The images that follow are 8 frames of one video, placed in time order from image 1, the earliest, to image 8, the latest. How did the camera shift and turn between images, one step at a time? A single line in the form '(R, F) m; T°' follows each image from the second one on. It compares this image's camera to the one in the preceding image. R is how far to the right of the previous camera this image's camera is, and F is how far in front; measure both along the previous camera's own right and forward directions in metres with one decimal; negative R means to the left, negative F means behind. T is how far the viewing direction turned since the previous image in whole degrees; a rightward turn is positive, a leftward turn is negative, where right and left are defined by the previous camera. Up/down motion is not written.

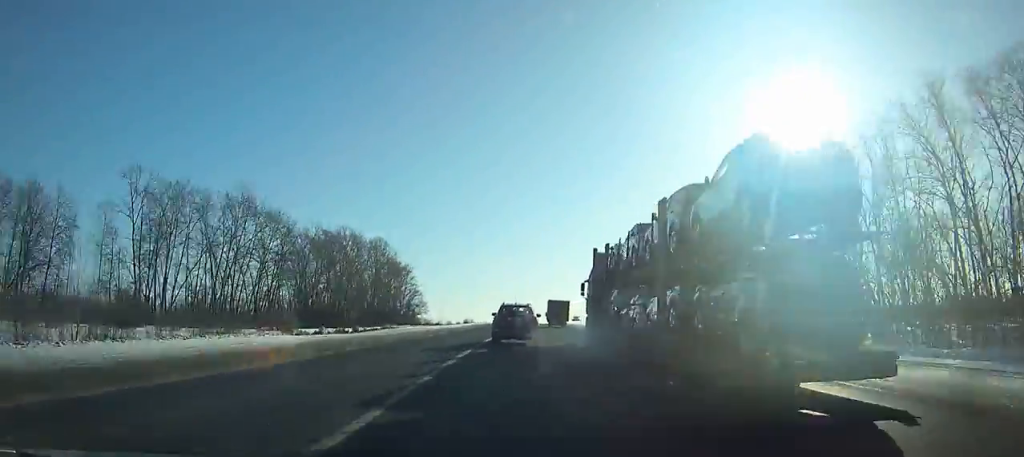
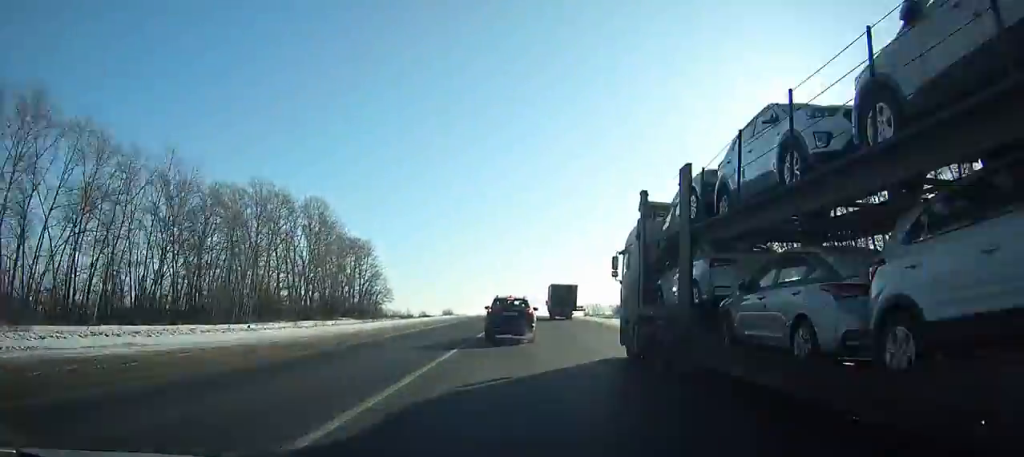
(+0.3, +42.0) m; +1°
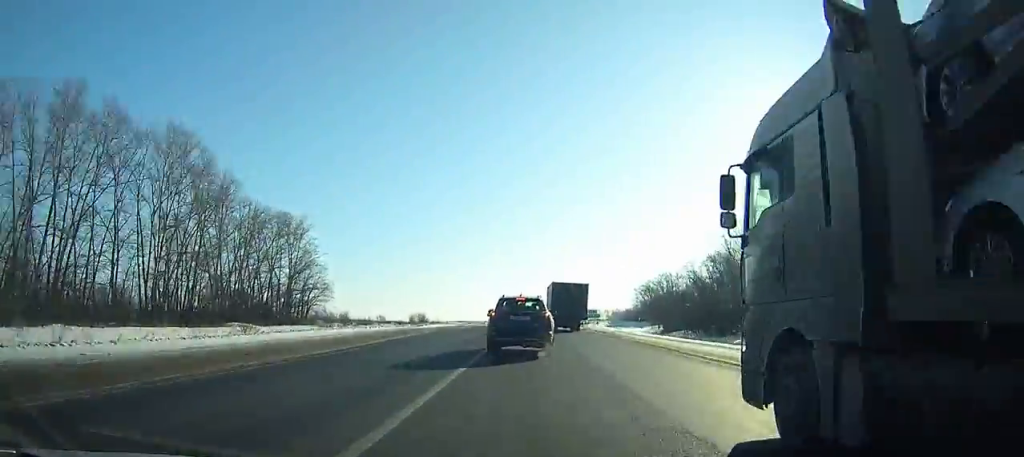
(+0.4, +46.5) m; +1°
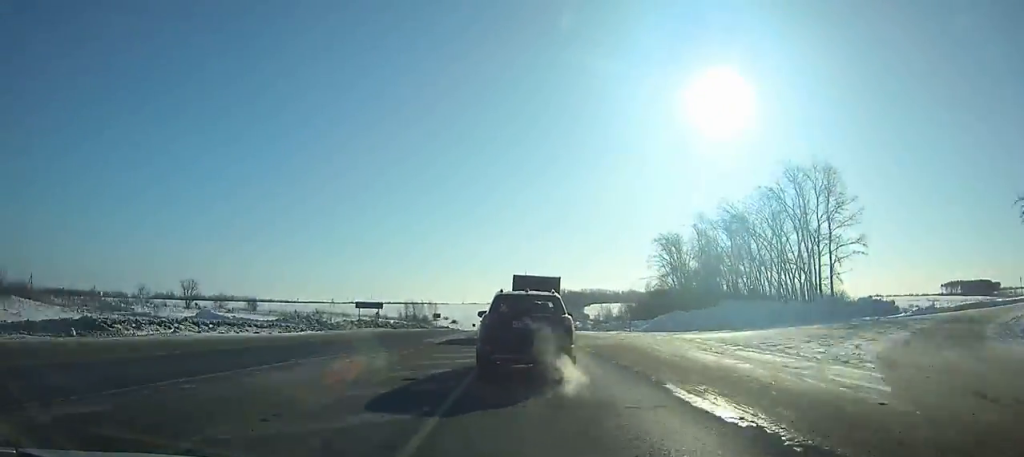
(+7.0, +141.7) m; +6°
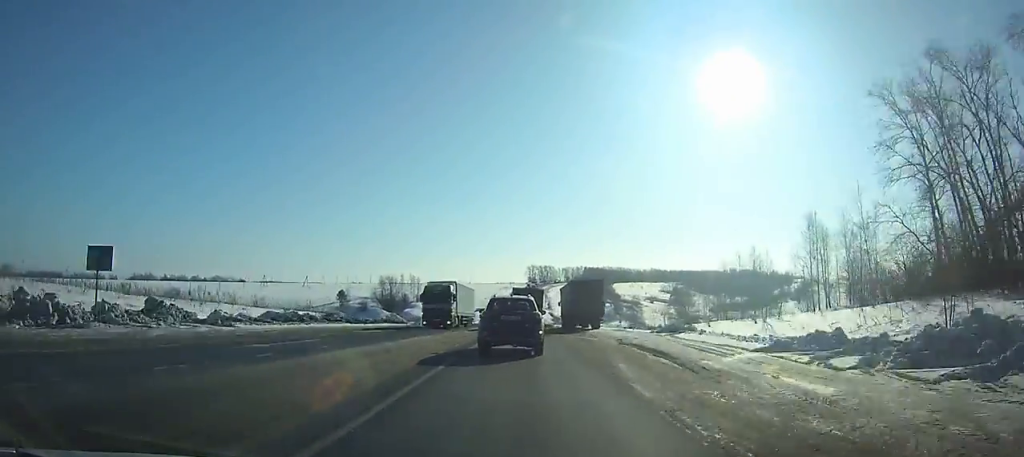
(+1.2, +96.6) m; 0°
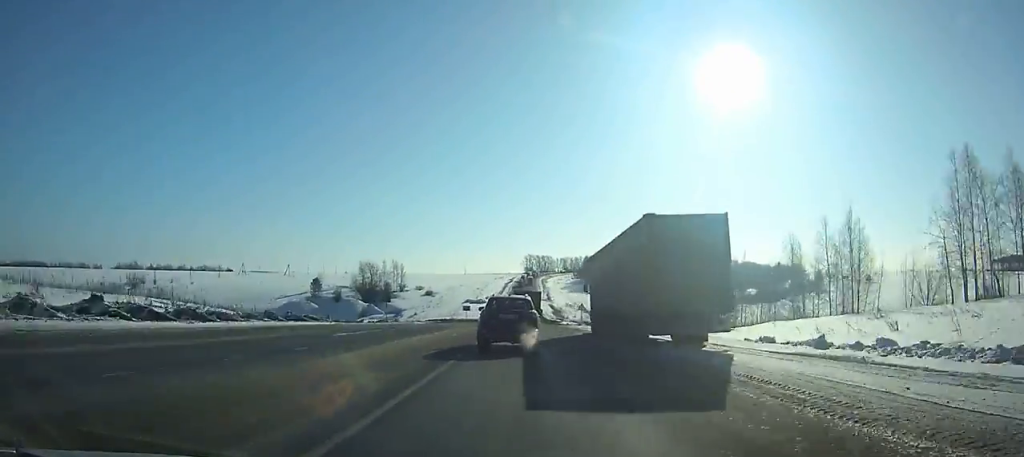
(-0.3, +30.3) m; 0°
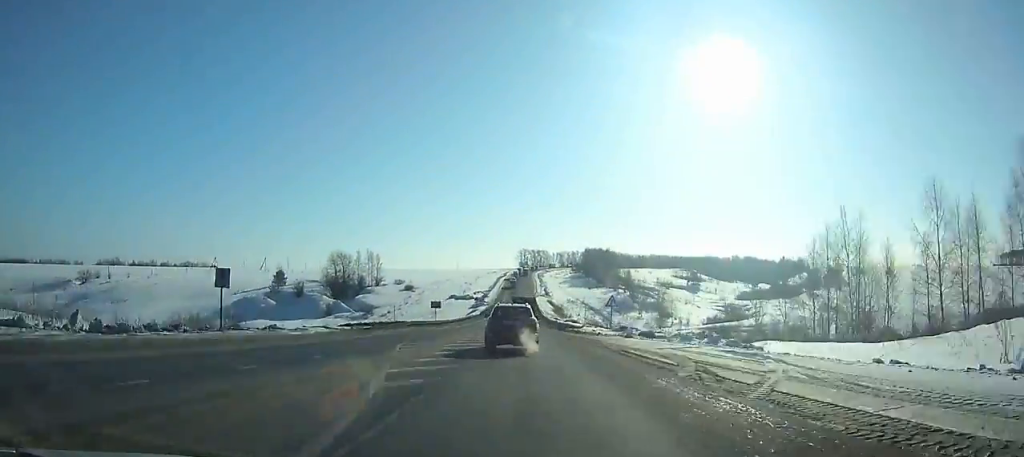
(0.0, +32.0) m; 0°
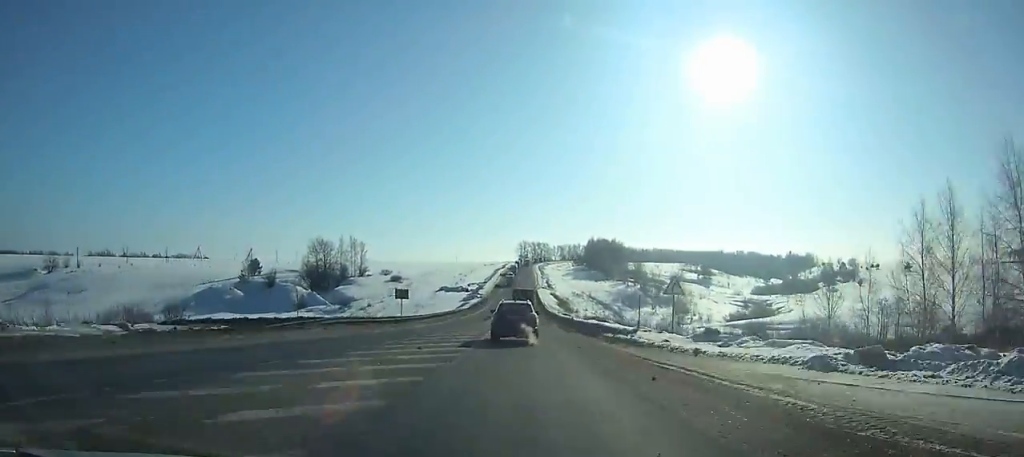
(0.0, +20.2) m; 0°
